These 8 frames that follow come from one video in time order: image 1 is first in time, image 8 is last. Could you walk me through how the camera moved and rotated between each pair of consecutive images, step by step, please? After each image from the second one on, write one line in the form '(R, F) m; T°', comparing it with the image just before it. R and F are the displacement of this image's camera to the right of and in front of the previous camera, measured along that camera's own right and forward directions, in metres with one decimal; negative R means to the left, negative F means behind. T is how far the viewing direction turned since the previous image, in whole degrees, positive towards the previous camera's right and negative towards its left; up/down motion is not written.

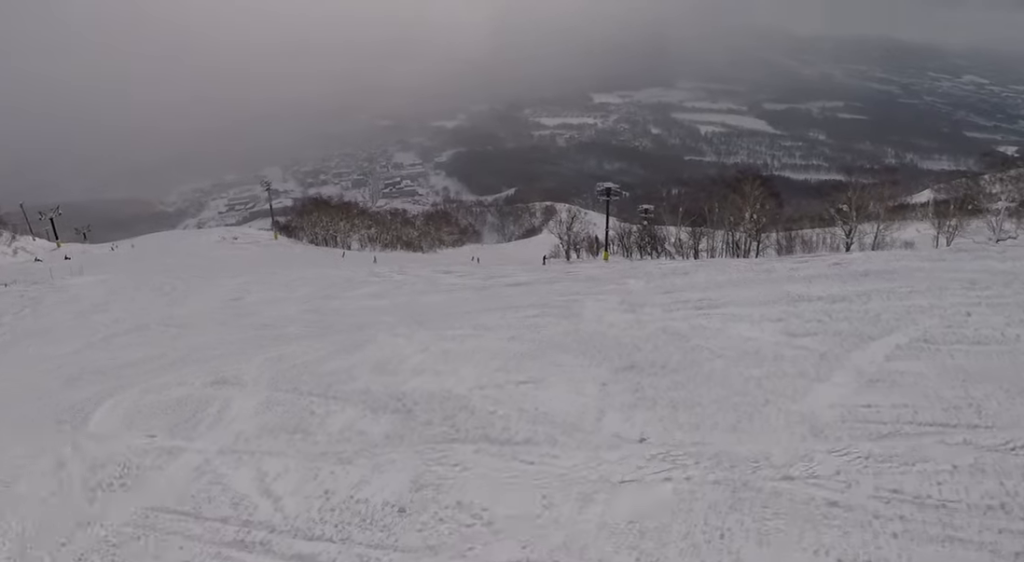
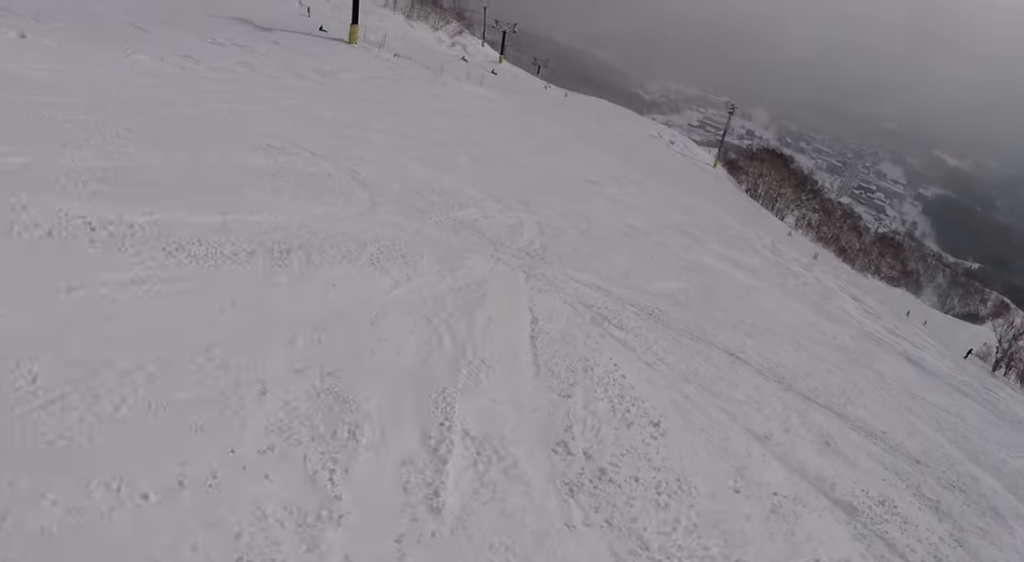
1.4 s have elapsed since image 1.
(-2.2, +11.4) m; -24°
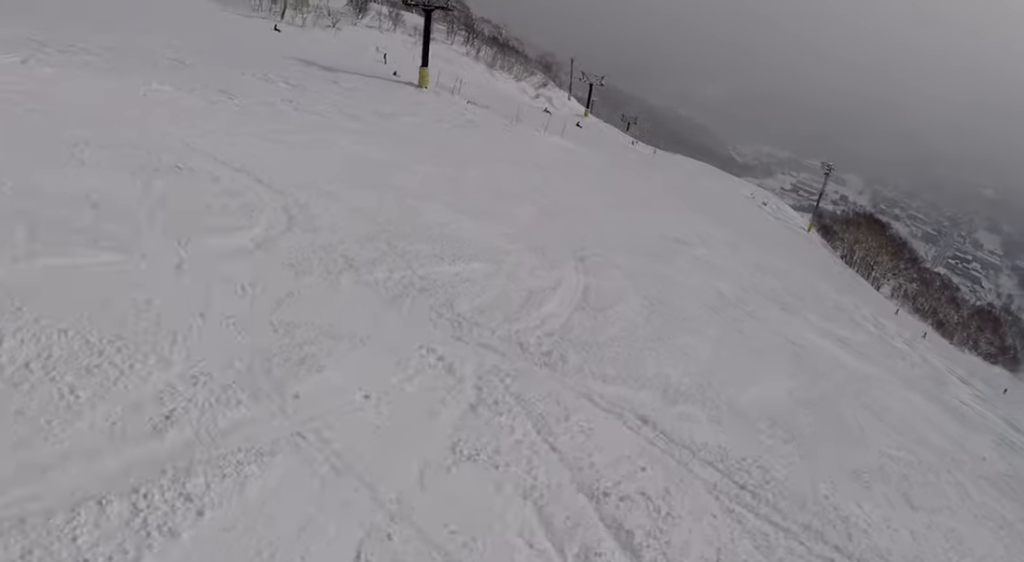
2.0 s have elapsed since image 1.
(-0.5, +4.5) m; -5°
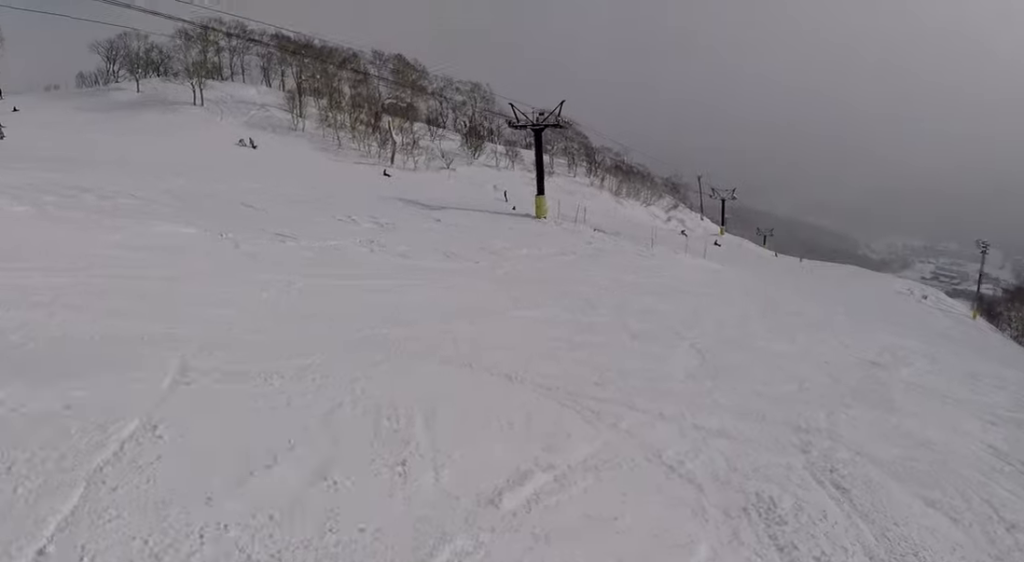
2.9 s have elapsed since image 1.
(-0.8, +8.8) m; -2°
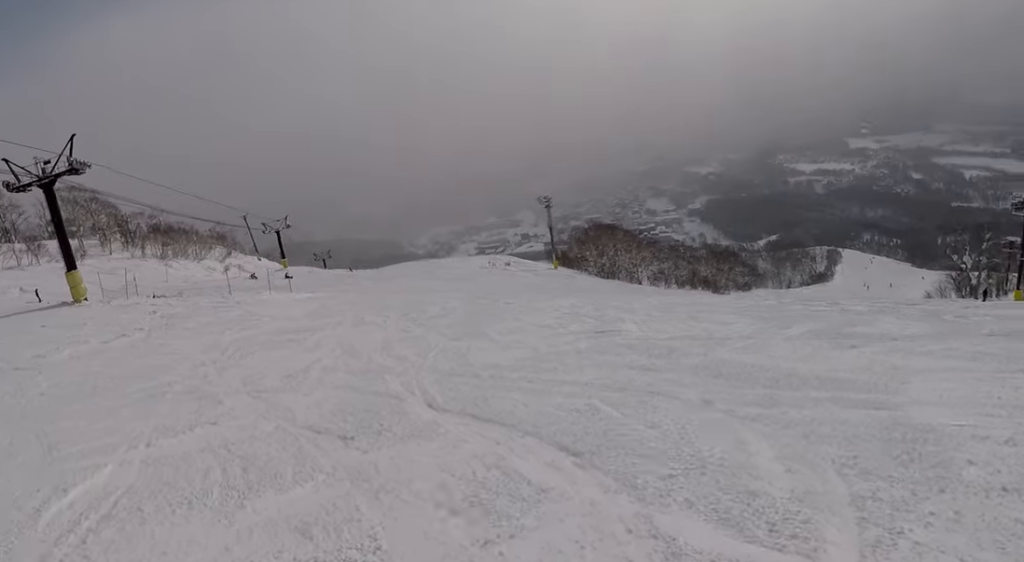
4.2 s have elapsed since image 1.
(+1.2, +11.4) m; +23°
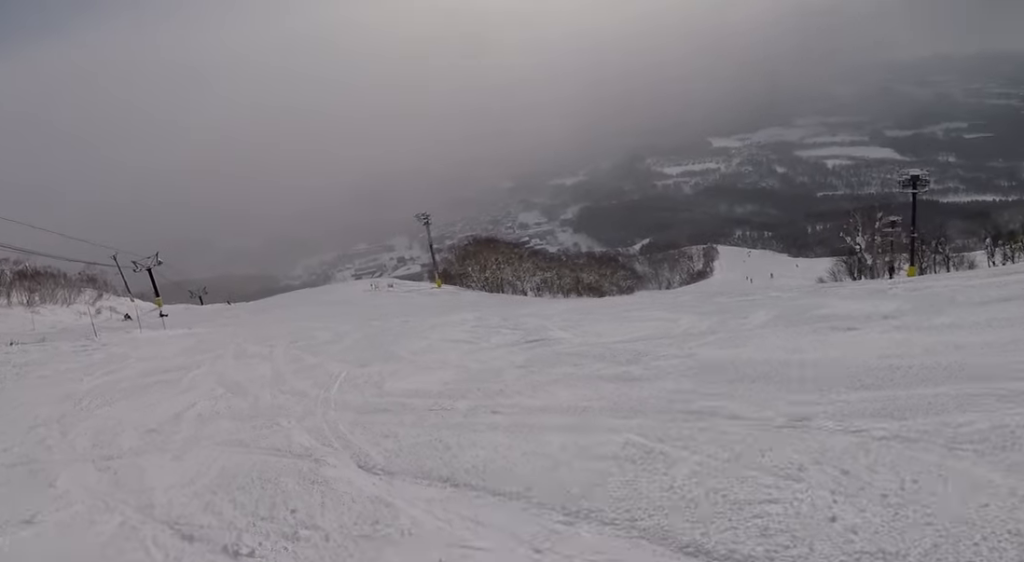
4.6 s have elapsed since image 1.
(-0.3, +3.8) m; +11°
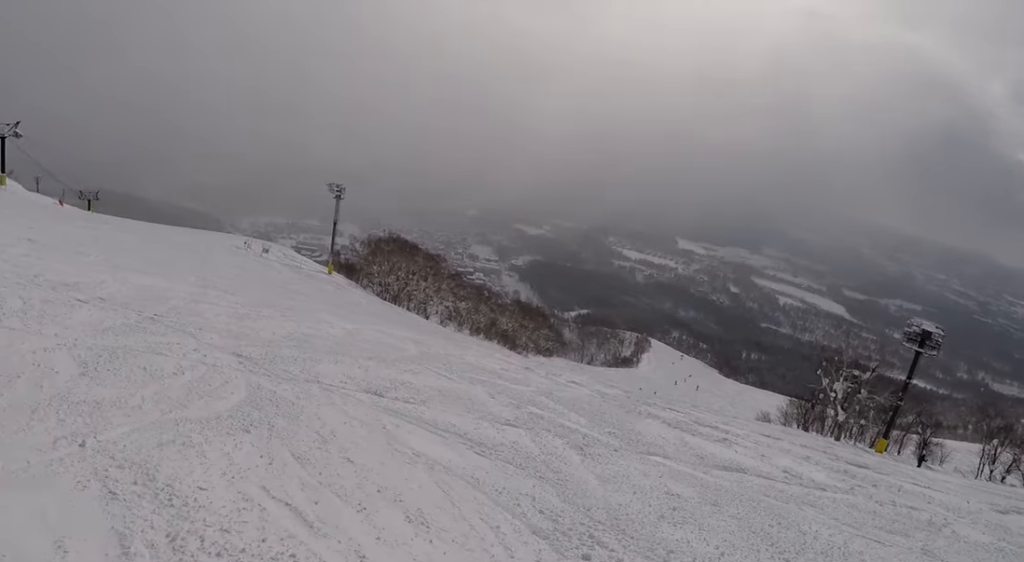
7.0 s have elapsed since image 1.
(+6.7, +20.2) m; +6°
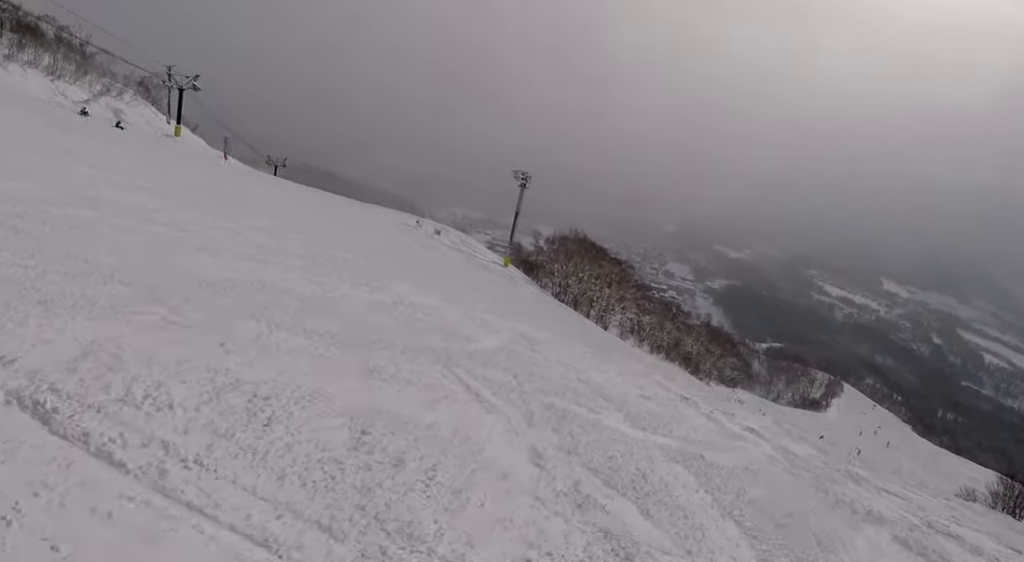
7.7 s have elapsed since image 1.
(-0.8, +6.5) m; -16°
